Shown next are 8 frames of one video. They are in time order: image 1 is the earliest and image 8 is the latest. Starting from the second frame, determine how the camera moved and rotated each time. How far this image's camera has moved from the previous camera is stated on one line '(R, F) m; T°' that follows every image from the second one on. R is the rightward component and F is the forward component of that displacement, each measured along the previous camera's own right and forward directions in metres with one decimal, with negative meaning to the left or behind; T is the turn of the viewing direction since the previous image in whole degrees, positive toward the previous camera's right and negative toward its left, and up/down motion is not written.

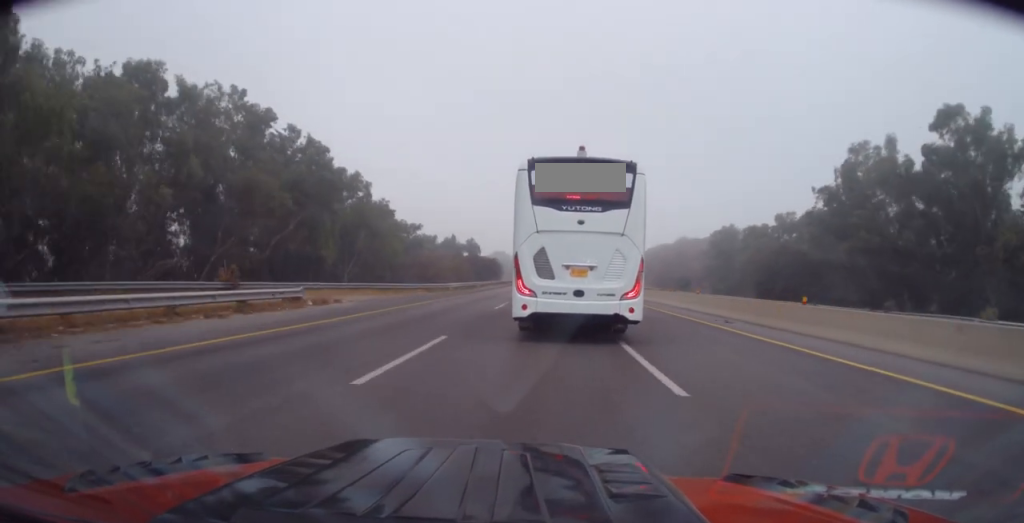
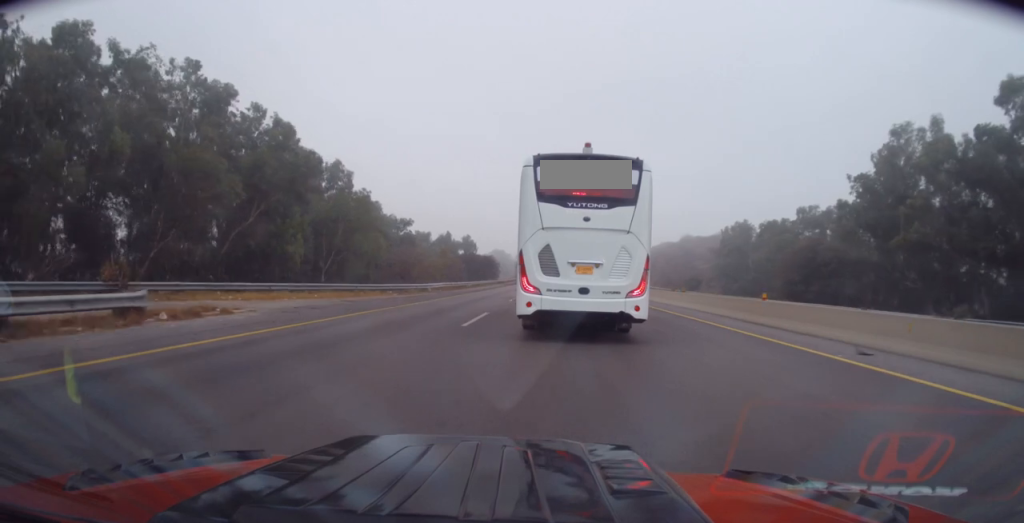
(0.0, +9.6) m; +1°
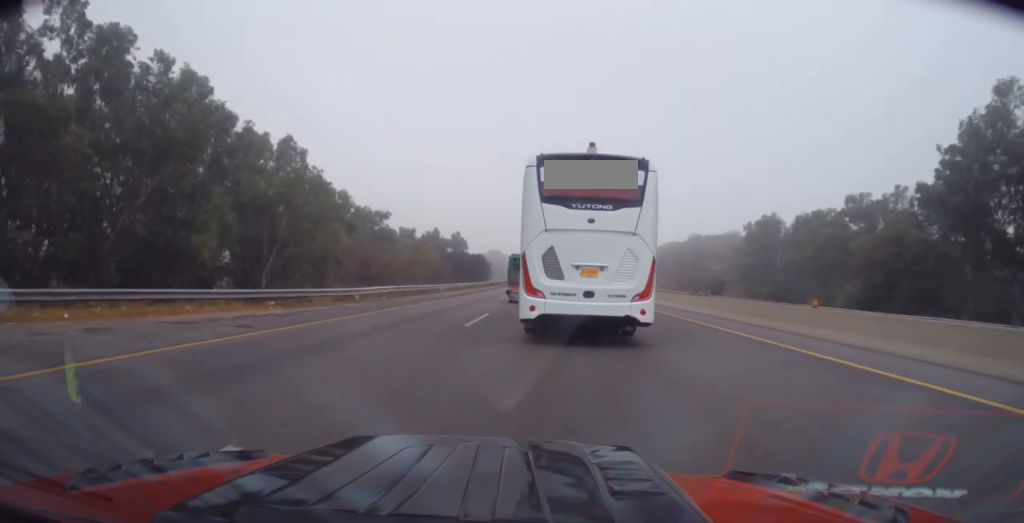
(+0.2, +17.4) m; 0°
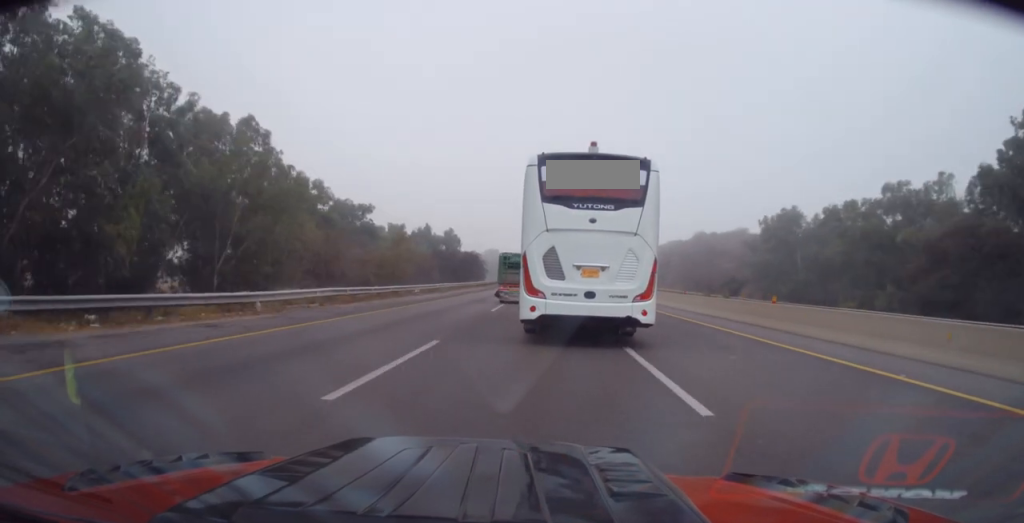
(+0.1, +10.0) m; 0°
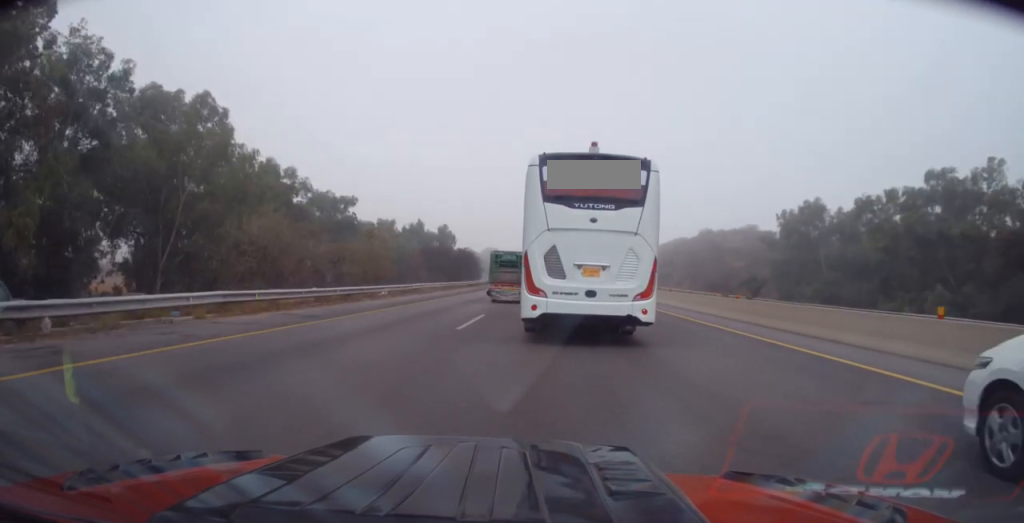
(-0.2, +9.1) m; 0°
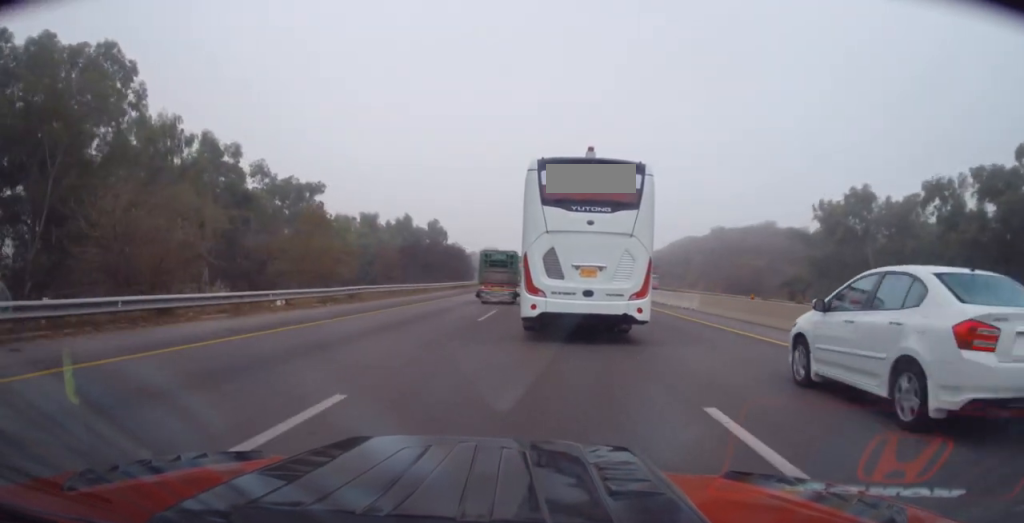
(-0.1, +14.6) m; 0°
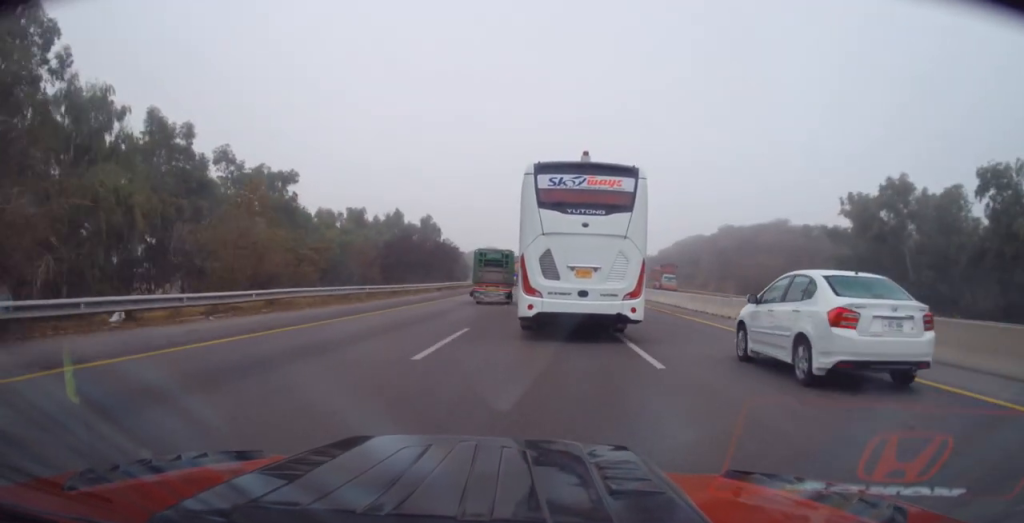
(0.0, +9.0) m; +1°
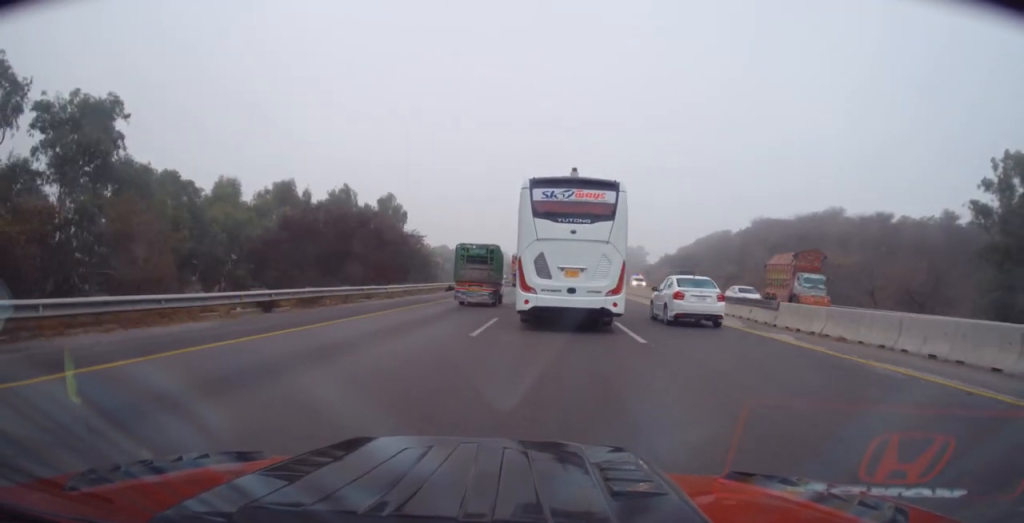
(+0.1, +31.8) m; -1°
